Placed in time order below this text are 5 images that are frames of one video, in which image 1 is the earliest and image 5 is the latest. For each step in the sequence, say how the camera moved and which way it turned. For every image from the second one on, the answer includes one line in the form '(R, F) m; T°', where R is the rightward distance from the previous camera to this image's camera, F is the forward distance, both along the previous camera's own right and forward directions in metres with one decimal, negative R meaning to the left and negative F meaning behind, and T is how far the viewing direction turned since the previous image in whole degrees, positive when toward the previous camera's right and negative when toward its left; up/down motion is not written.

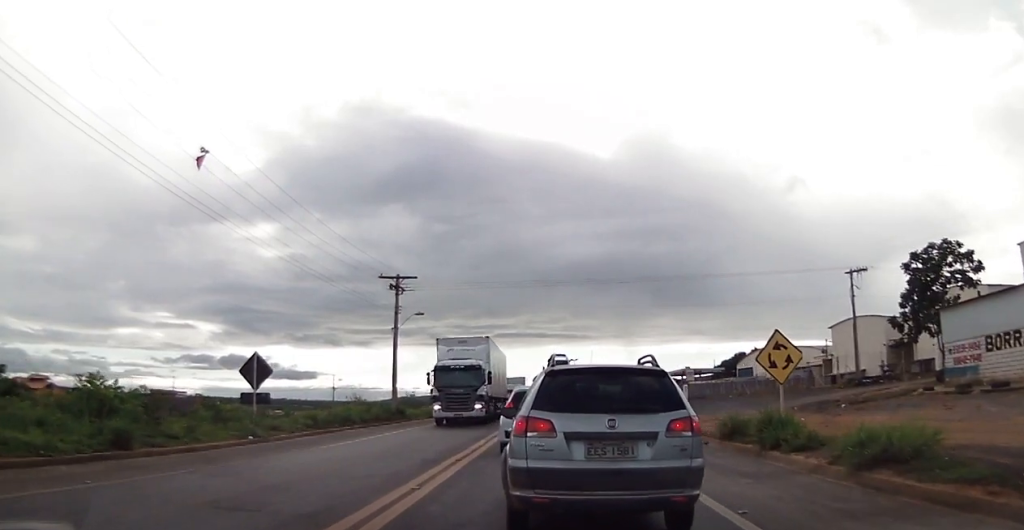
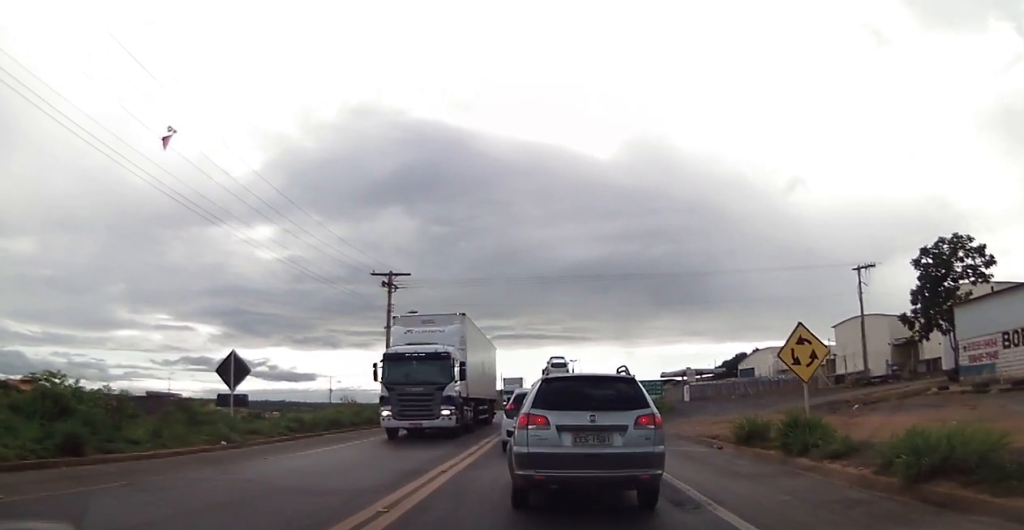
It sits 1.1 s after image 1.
(-0.1, +1.6) m; +1°
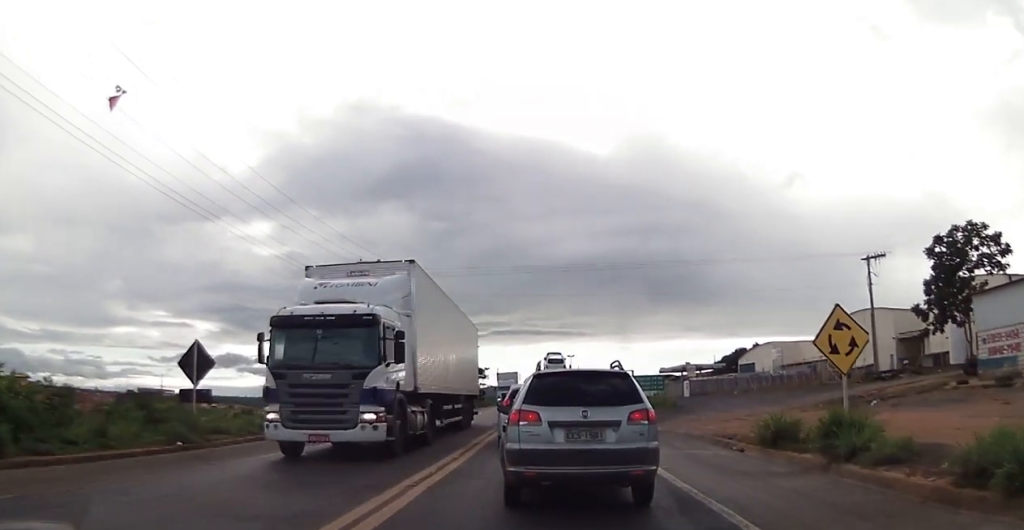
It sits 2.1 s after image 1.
(+0.1, +1.9) m; +2°
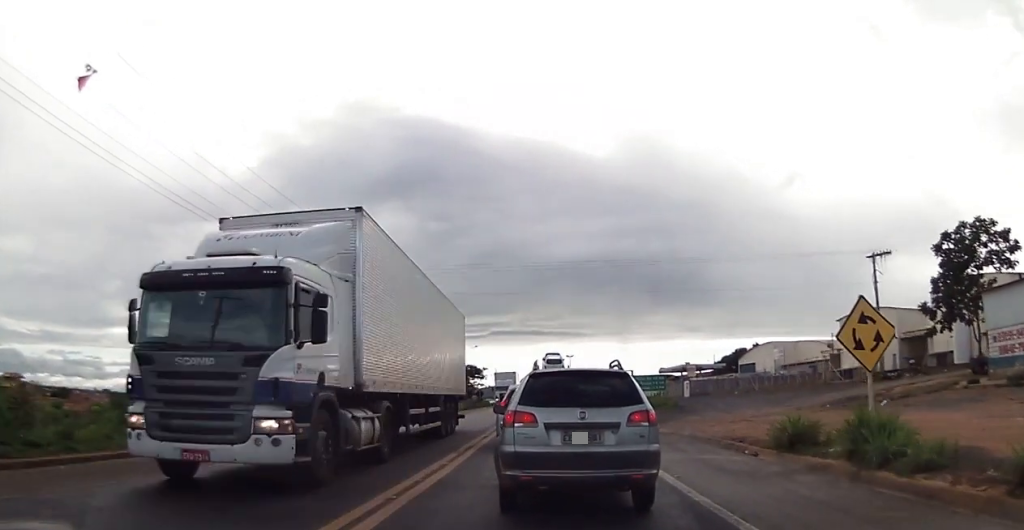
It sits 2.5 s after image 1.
(+0.2, +1.1) m; -1°
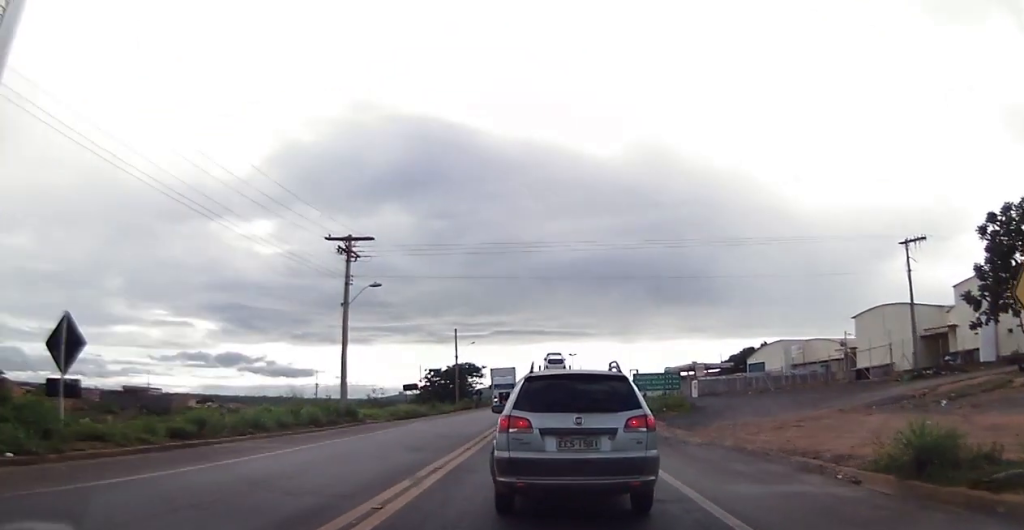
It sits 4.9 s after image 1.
(-0.2, +5.0) m; -1°
